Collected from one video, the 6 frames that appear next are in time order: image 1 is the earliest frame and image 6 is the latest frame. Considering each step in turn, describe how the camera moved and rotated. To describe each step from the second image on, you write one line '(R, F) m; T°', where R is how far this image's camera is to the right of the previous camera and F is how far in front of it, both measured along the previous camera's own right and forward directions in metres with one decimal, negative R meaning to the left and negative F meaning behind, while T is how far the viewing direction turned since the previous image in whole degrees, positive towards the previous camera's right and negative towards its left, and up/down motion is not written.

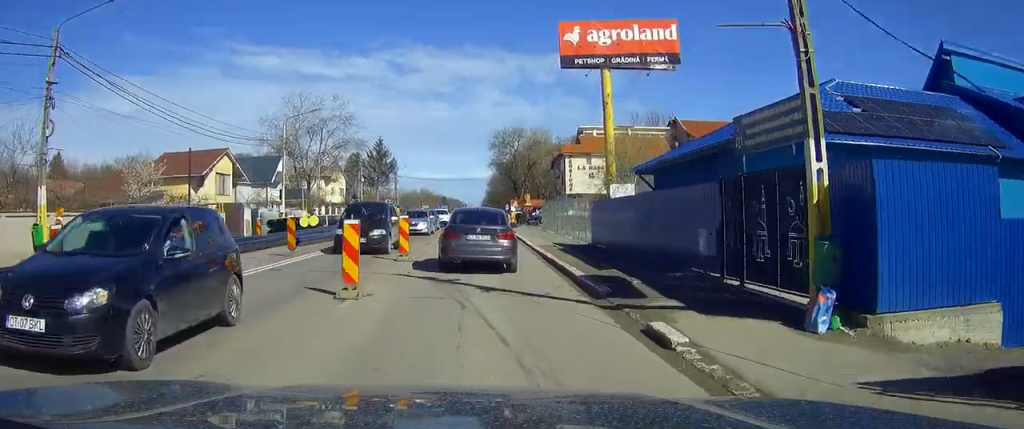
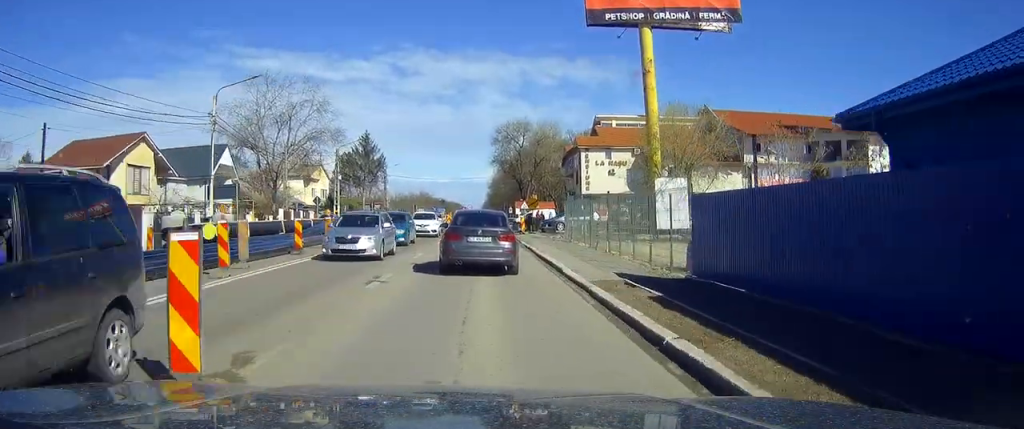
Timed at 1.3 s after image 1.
(+0.1, +15.0) m; 0°
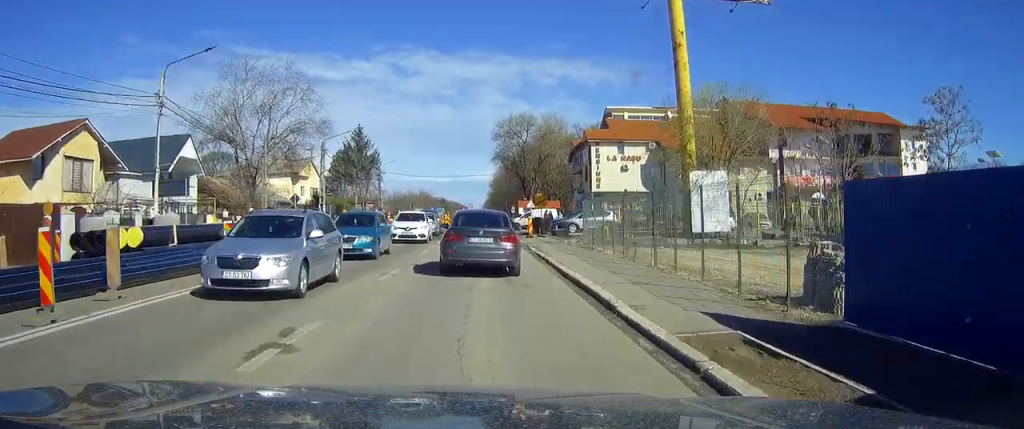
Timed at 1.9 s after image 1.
(-0.1, +7.3) m; 0°
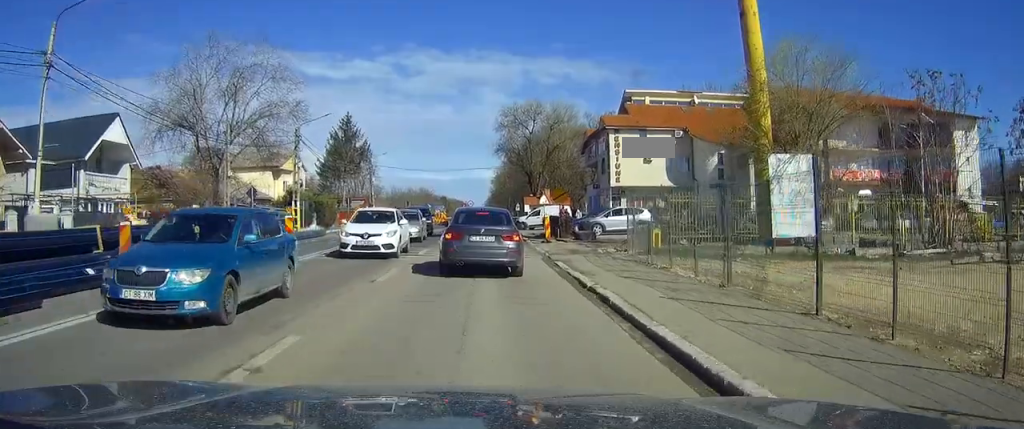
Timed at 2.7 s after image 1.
(0.0, +10.3) m; 0°
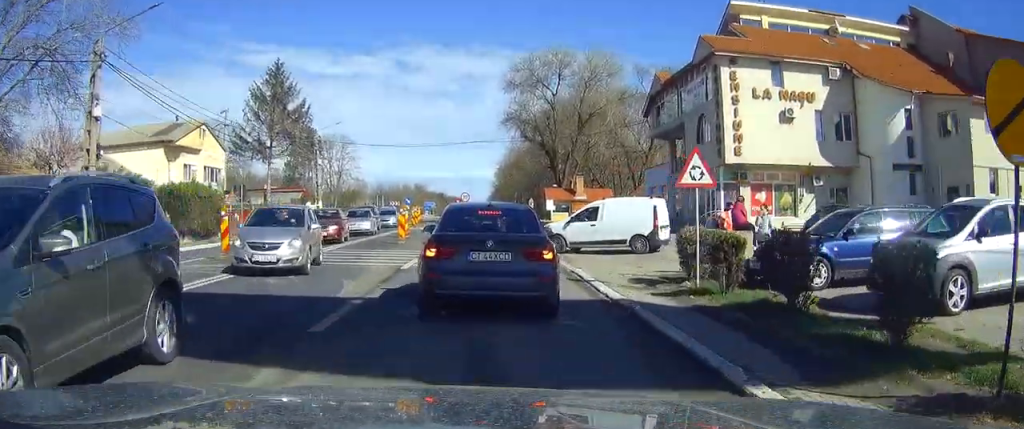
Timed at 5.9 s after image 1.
(-0.4, +33.7) m; -2°
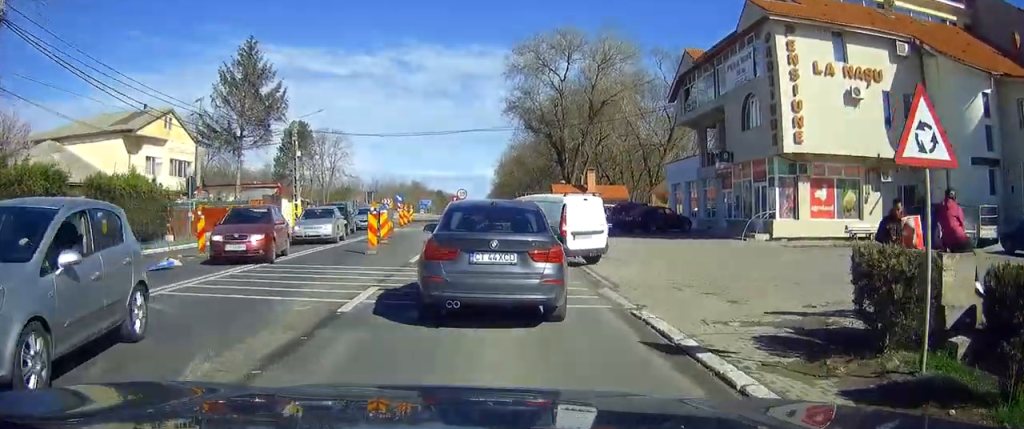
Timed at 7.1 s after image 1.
(-0.1, +8.0) m; -1°
